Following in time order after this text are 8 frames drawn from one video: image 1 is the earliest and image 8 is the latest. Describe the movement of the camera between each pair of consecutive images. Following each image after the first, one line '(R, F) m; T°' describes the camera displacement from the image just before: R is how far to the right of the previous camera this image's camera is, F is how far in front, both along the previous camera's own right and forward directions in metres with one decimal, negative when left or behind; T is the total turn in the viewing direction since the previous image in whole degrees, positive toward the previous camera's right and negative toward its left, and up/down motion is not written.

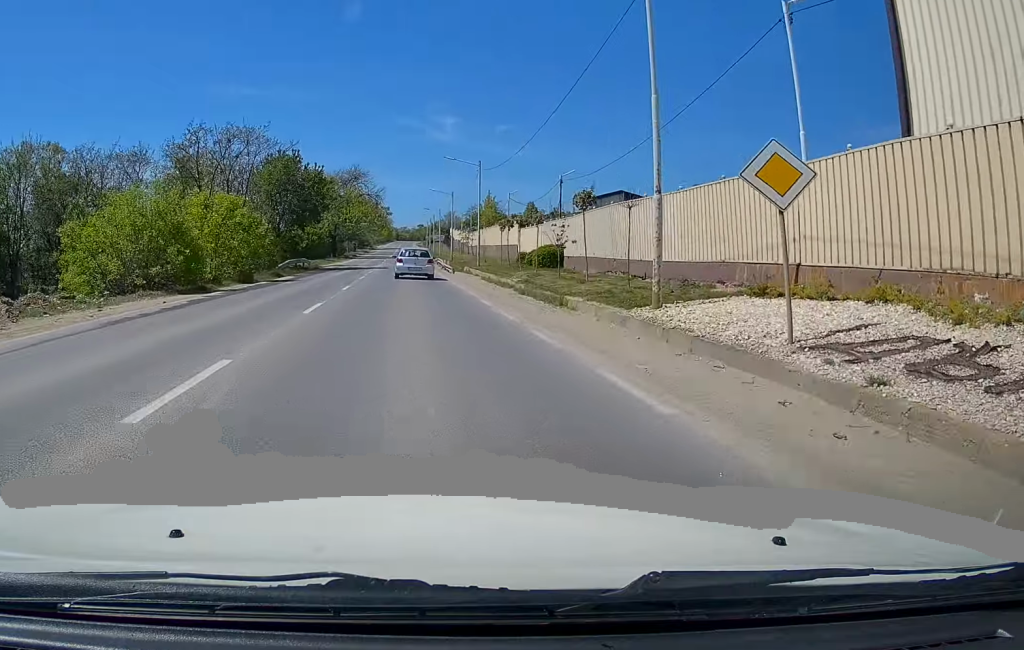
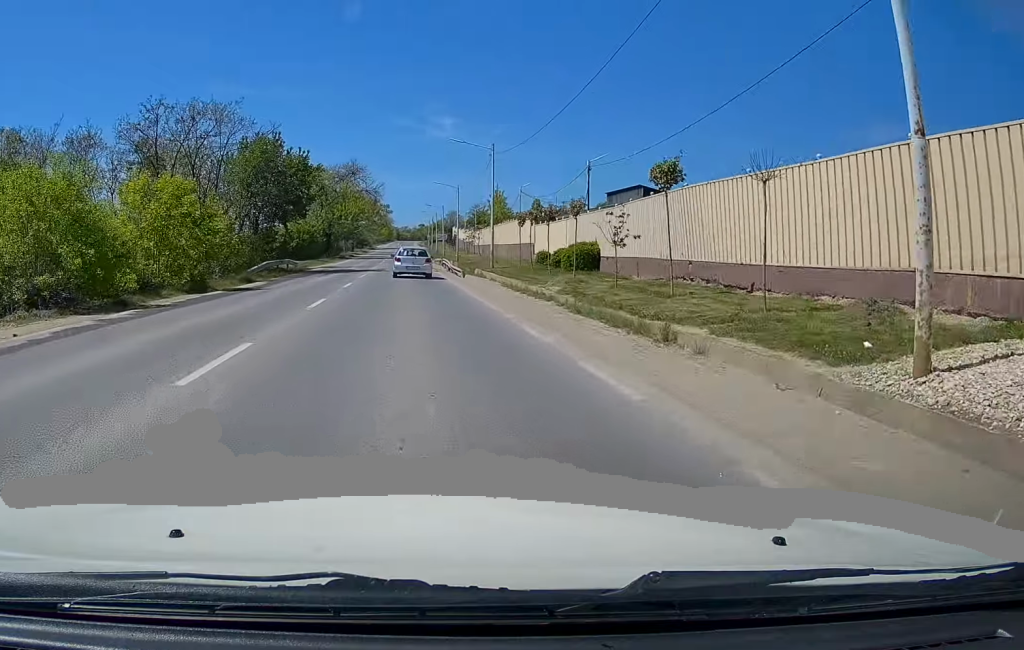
(+0.2, +7.8) m; 0°
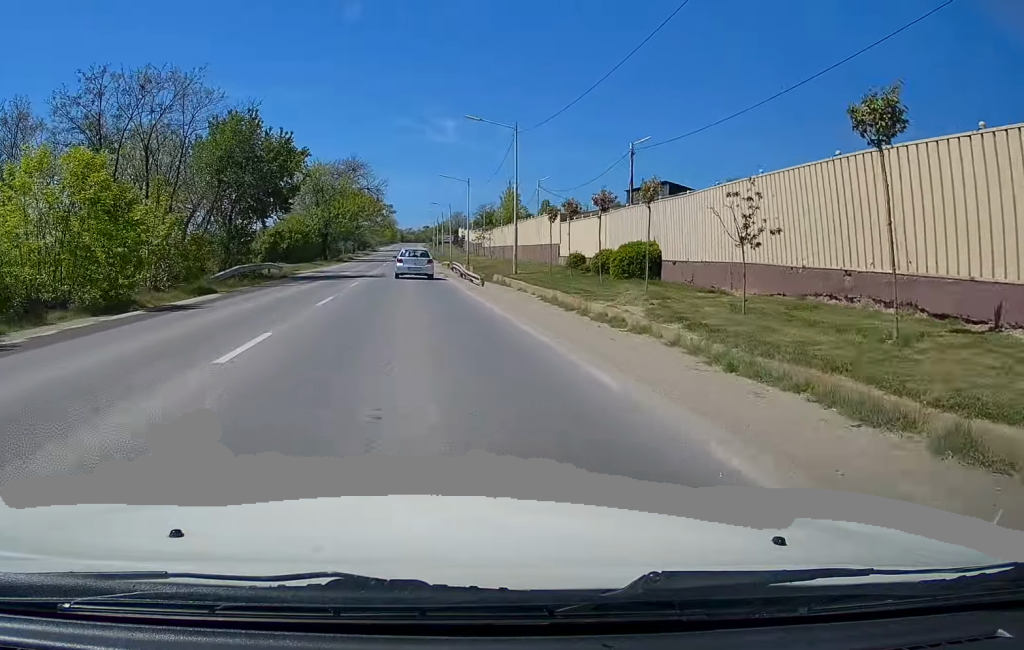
(0.0, +7.7) m; 0°
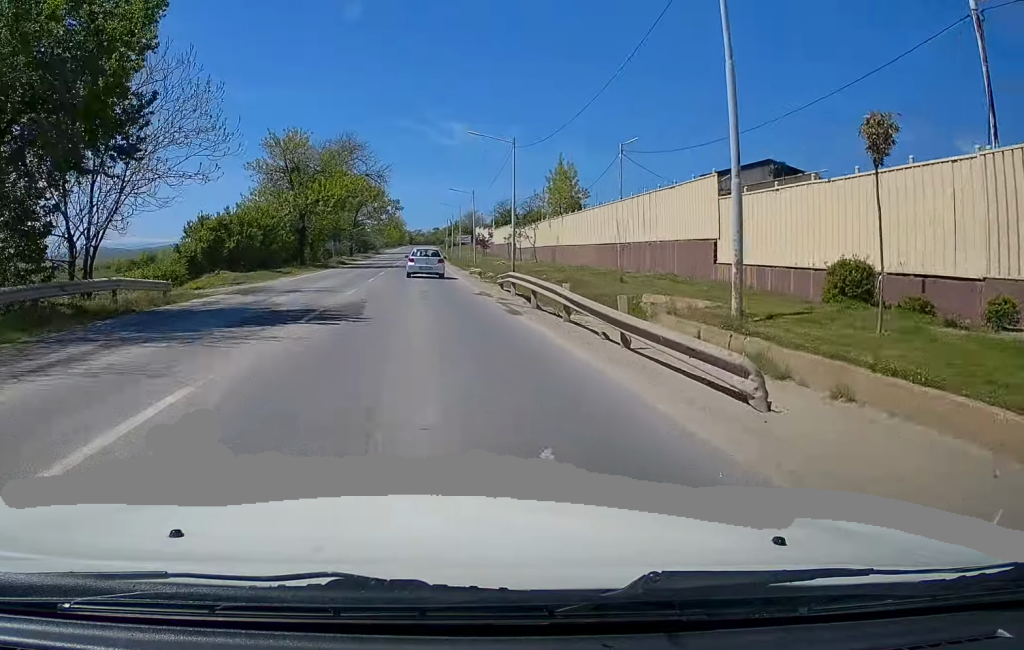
(-0.1, +22.5) m; 0°
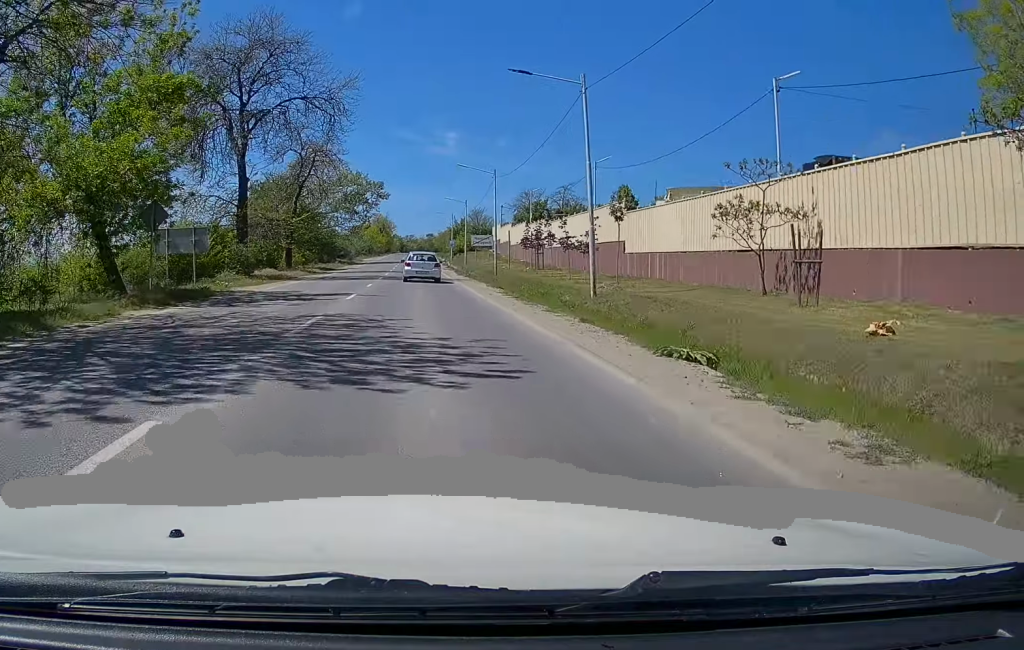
(+0.1, +45.8) m; 0°
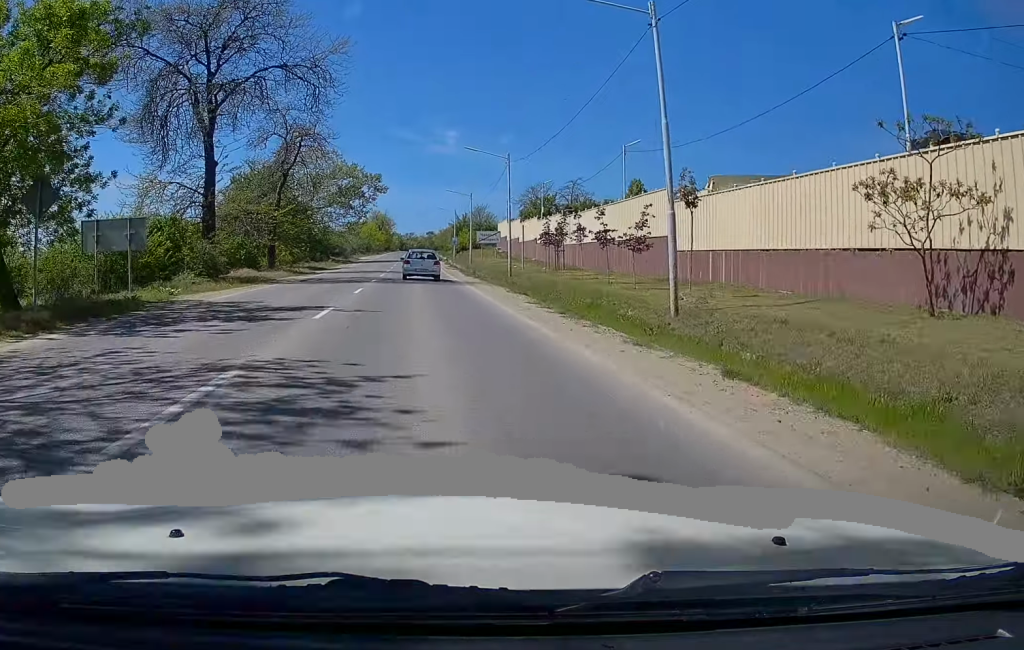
(-0.1, +6.8) m; 0°
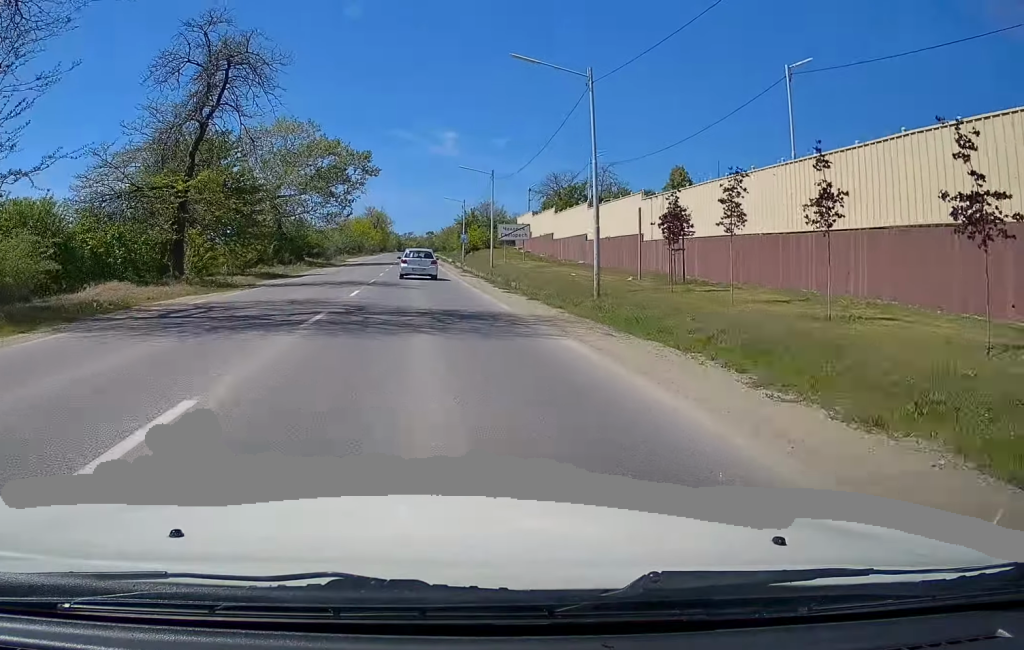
(0.0, +19.5) m; 0°
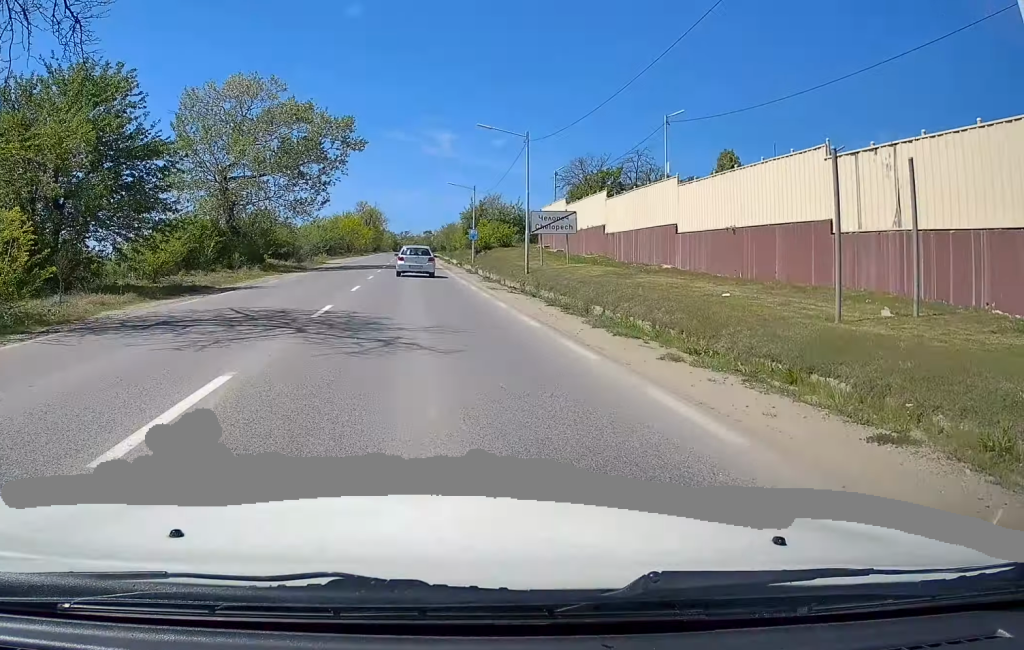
(0.0, +16.9) m; 0°
